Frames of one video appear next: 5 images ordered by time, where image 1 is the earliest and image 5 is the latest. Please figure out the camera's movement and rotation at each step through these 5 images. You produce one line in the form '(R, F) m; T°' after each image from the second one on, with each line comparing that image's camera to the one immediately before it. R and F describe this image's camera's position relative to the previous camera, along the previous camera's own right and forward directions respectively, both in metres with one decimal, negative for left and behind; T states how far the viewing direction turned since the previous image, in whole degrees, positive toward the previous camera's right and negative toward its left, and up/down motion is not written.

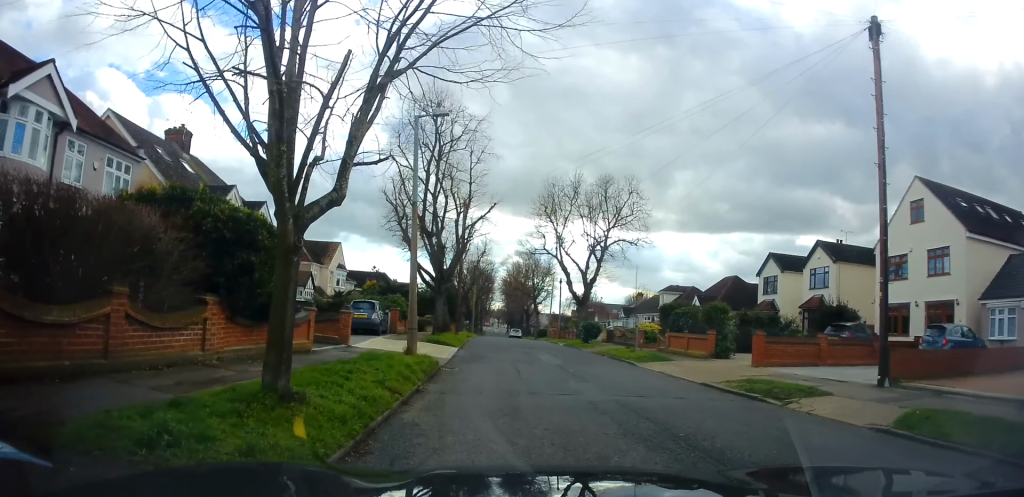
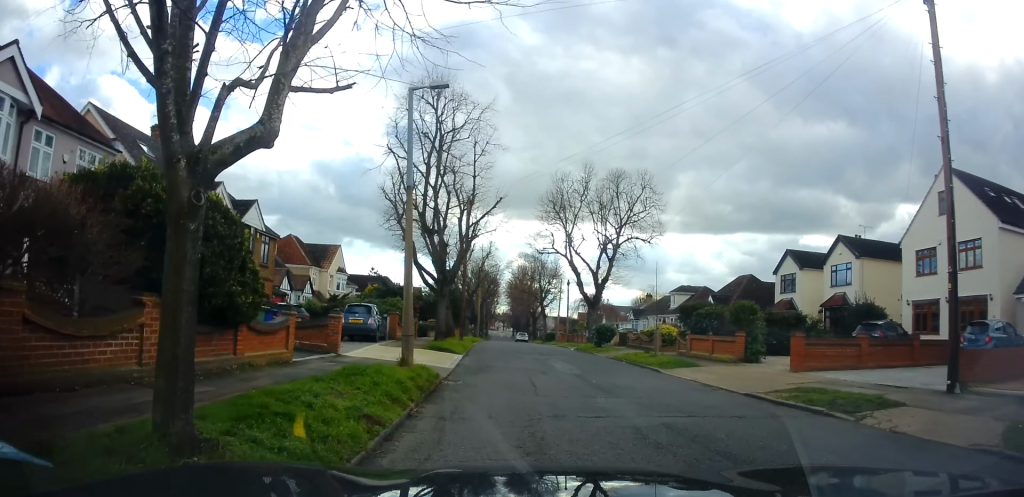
(-0.1, +2.2) m; +1°
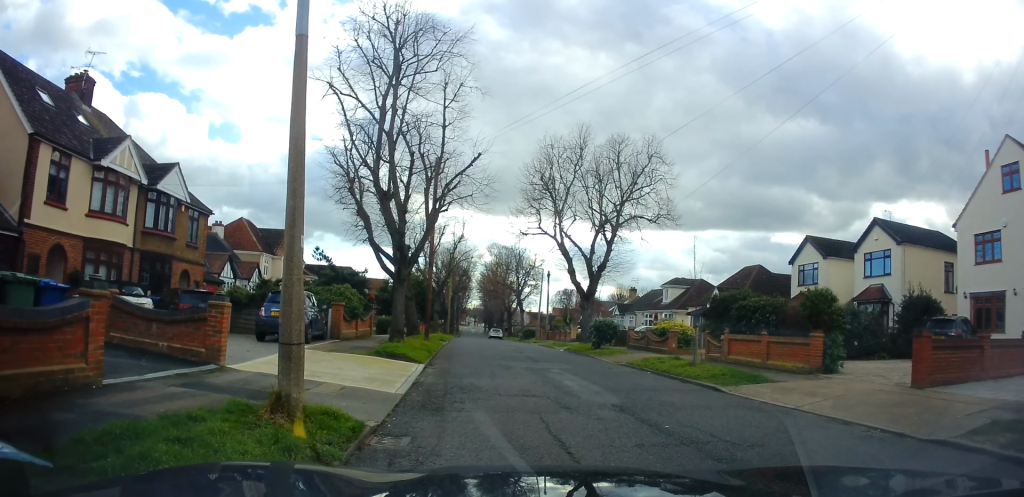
(+0.5, +6.6) m; +4°
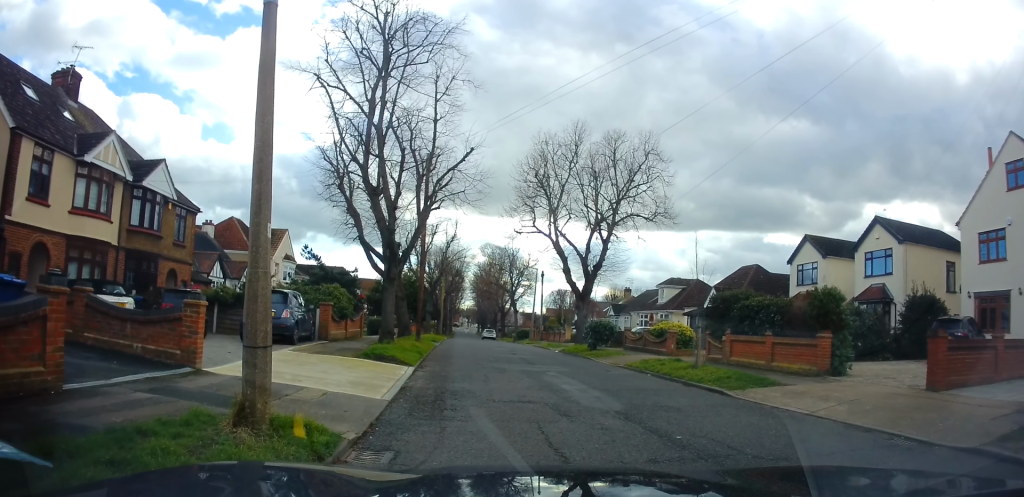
(0.0, +0.8) m; 0°
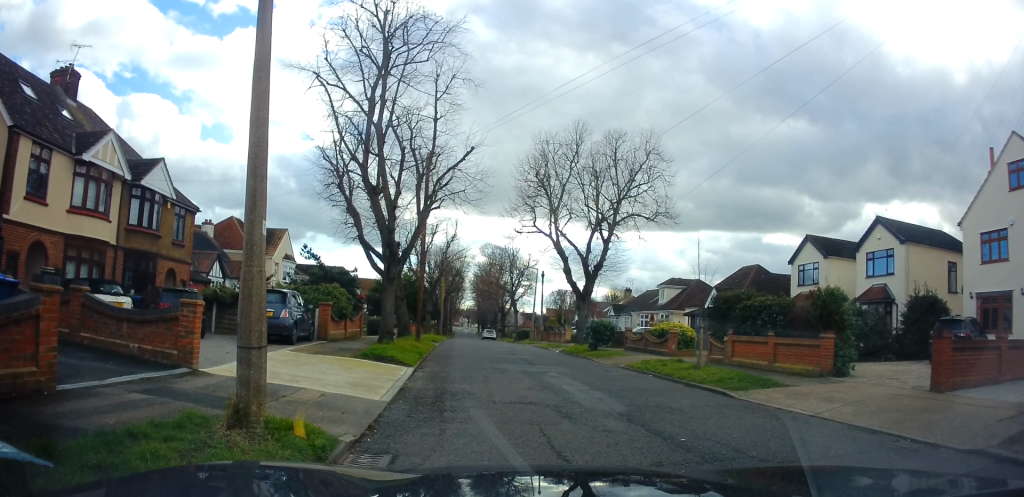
(0.0, +0.5) m; 0°
